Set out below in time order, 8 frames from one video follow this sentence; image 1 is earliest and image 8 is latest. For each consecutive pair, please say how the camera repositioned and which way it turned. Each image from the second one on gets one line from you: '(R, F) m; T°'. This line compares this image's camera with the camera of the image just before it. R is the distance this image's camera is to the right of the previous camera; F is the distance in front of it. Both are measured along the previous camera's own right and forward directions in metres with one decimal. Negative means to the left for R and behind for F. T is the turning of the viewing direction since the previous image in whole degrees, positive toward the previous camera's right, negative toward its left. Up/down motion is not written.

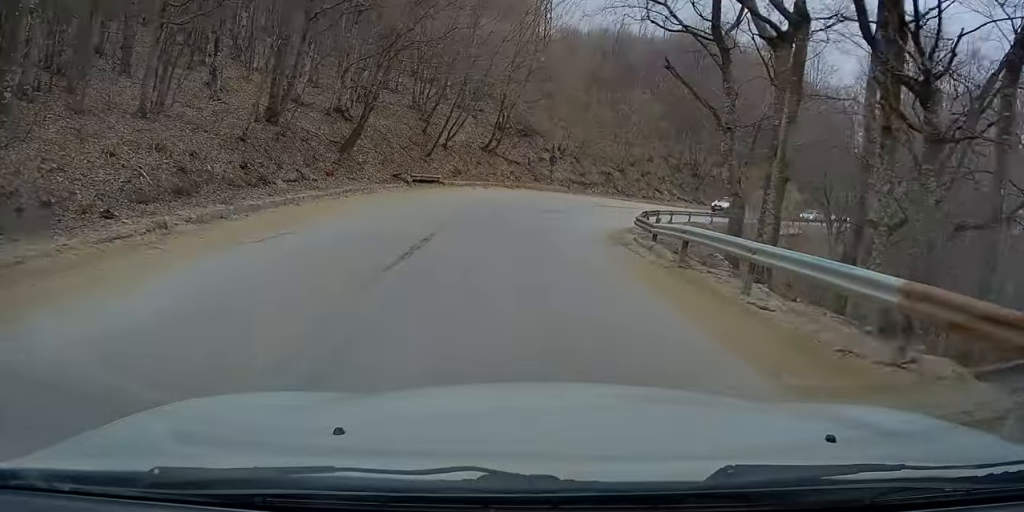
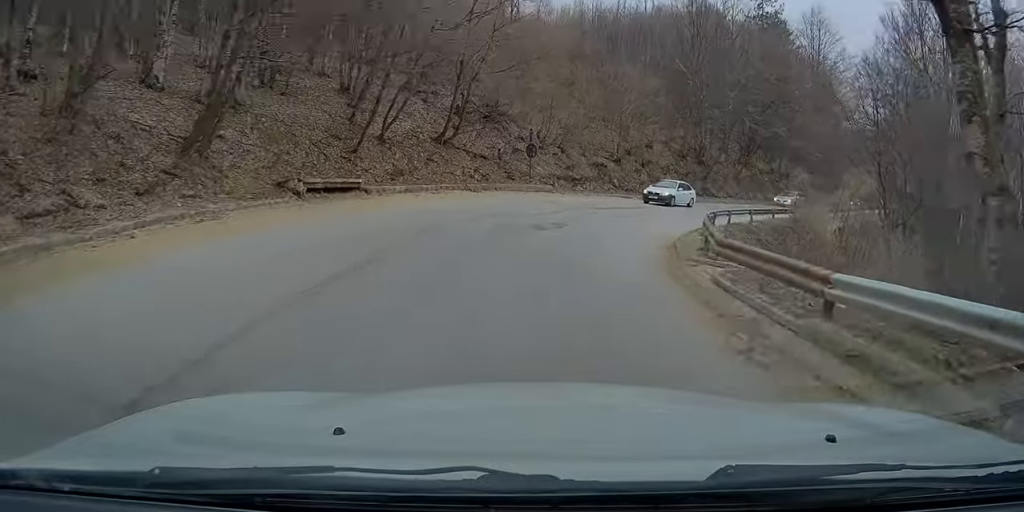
(-0.6, +9.0) m; +1°
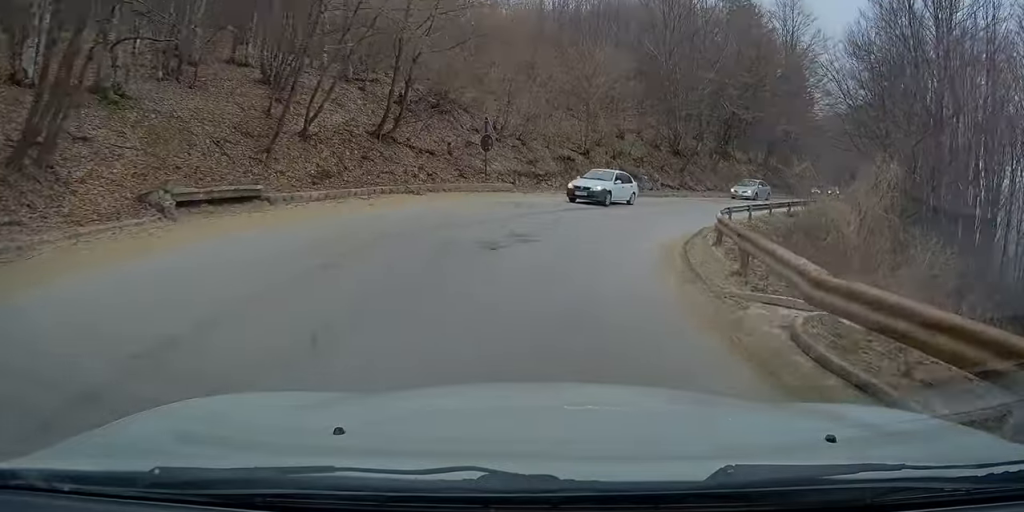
(-0.1, +4.1) m; +4°
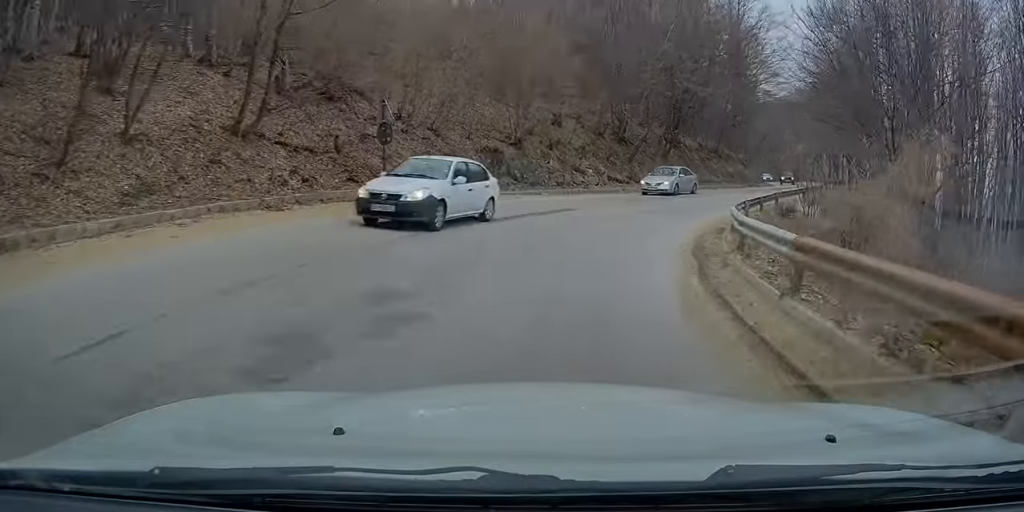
(+0.5, +6.1) m; +8°
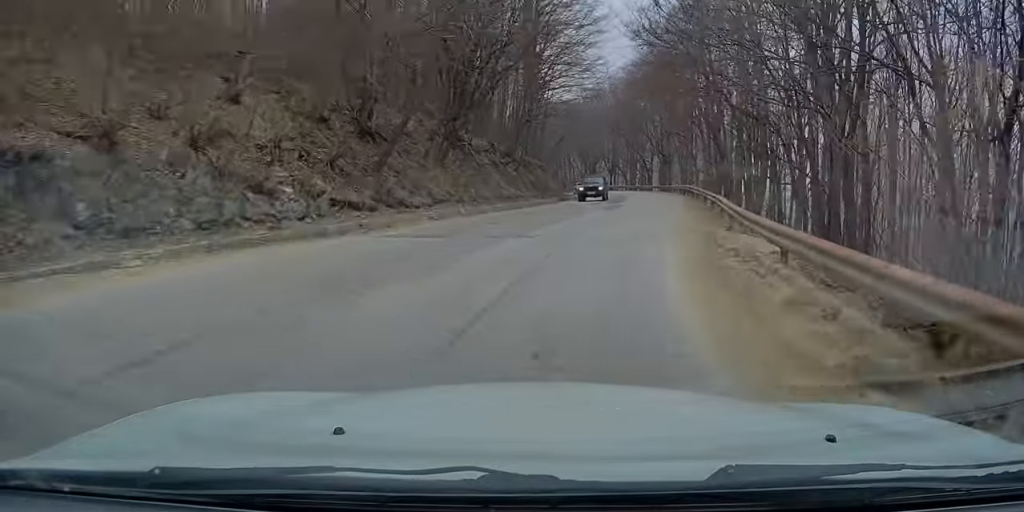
(+3.0, +16.0) m; +19°
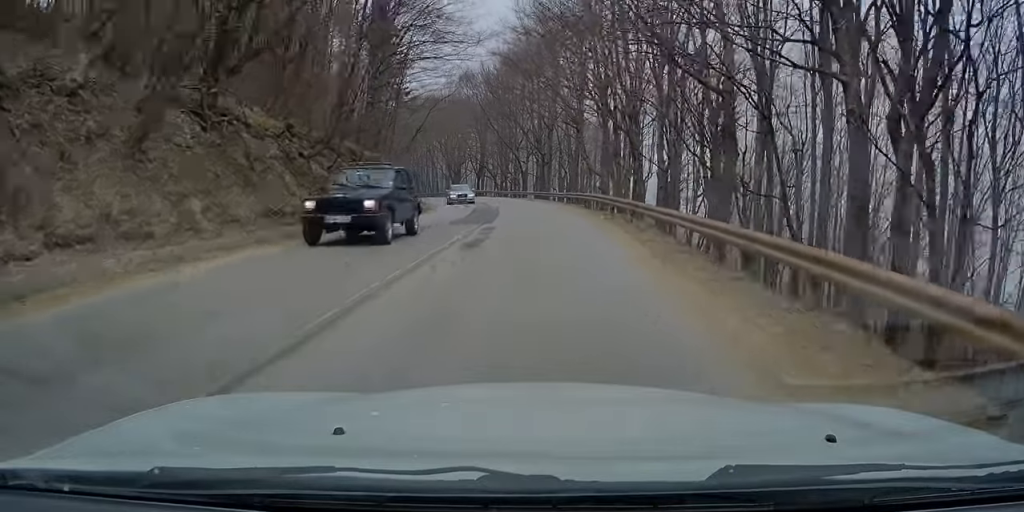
(+0.8, +14.0) m; +3°
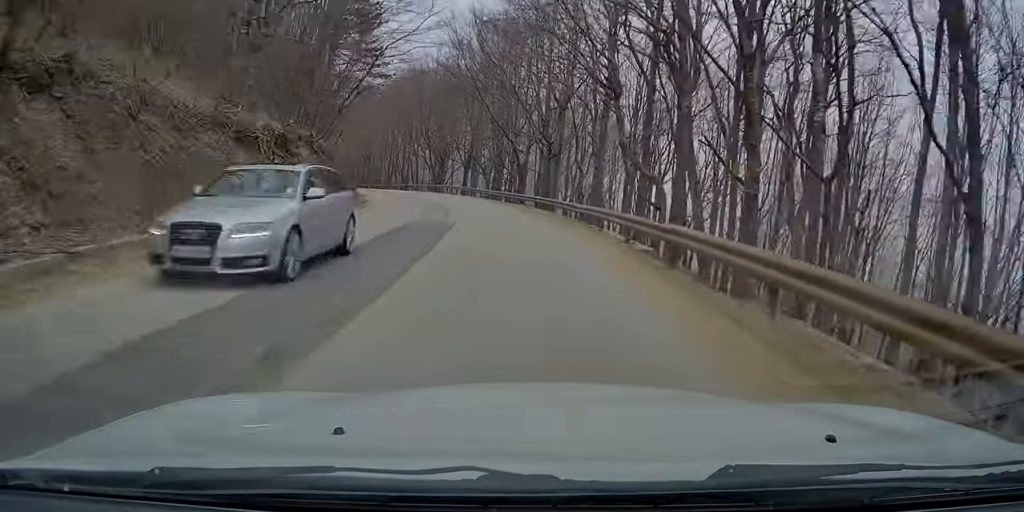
(+0.4, +18.6) m; 0°
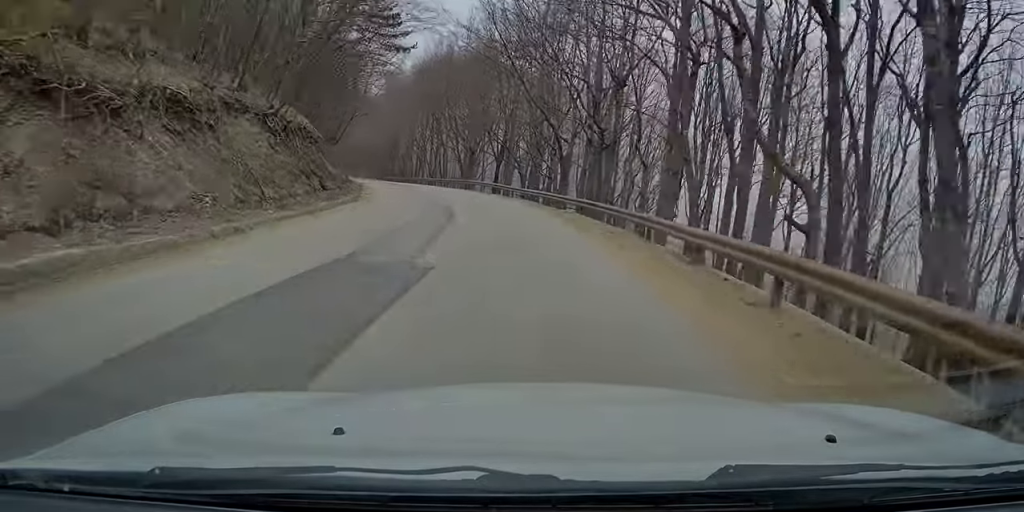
(0.0, +9.7) m; -4°
